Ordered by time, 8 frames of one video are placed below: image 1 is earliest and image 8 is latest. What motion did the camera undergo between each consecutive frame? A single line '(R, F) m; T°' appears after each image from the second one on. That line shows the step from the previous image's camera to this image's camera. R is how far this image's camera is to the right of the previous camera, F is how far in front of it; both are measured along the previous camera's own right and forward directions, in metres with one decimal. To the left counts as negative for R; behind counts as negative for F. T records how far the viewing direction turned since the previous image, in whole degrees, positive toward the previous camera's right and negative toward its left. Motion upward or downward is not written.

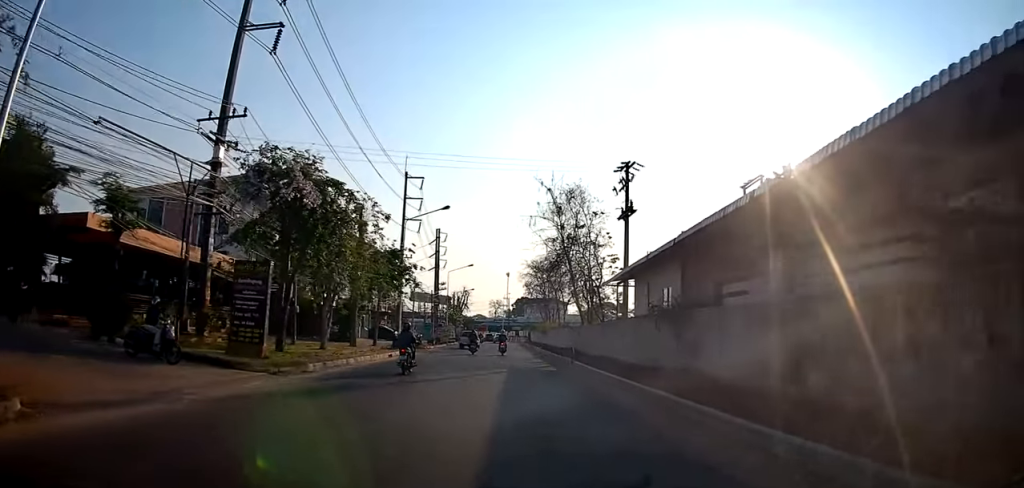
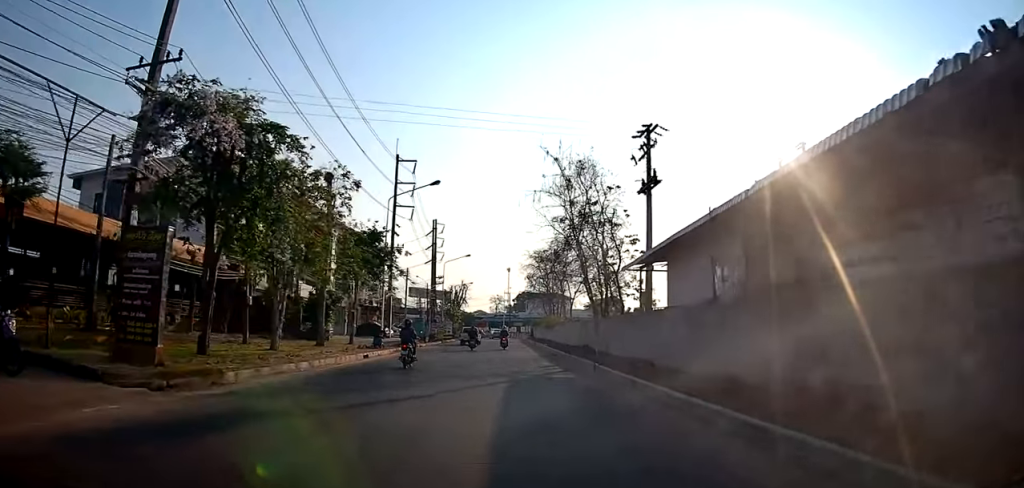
(+0.2, +5.3) m; +1°
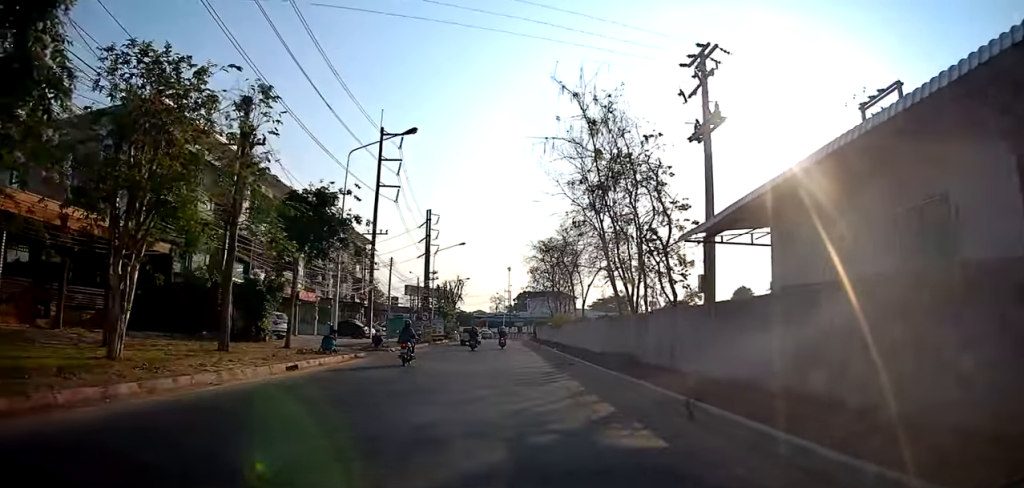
(-0.1, +8.7) m; -2°
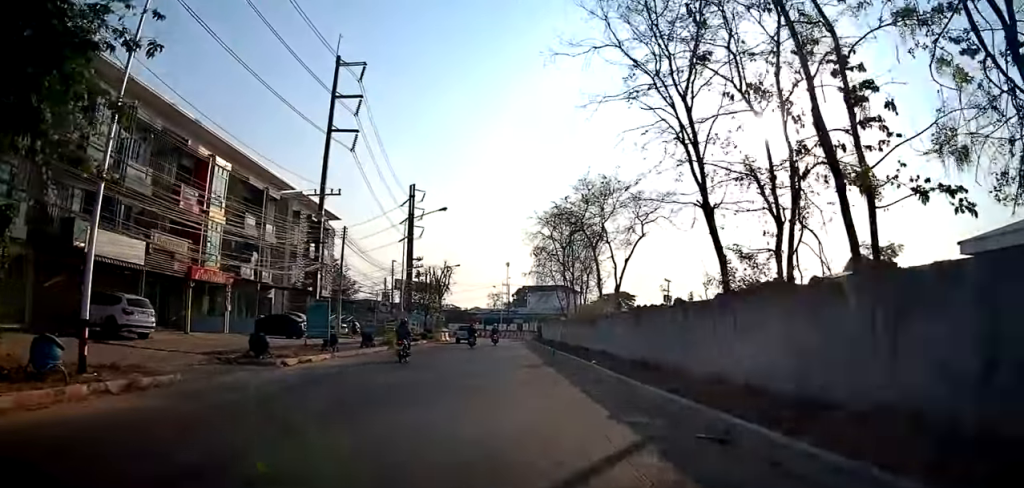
(-0.3, +14.5) m; 0°
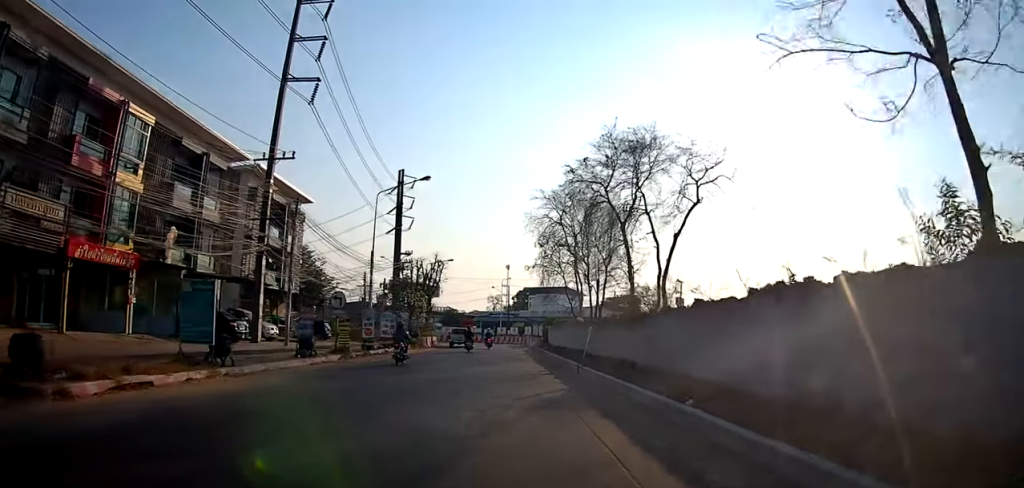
(+0.3, +8.8) m; 0°
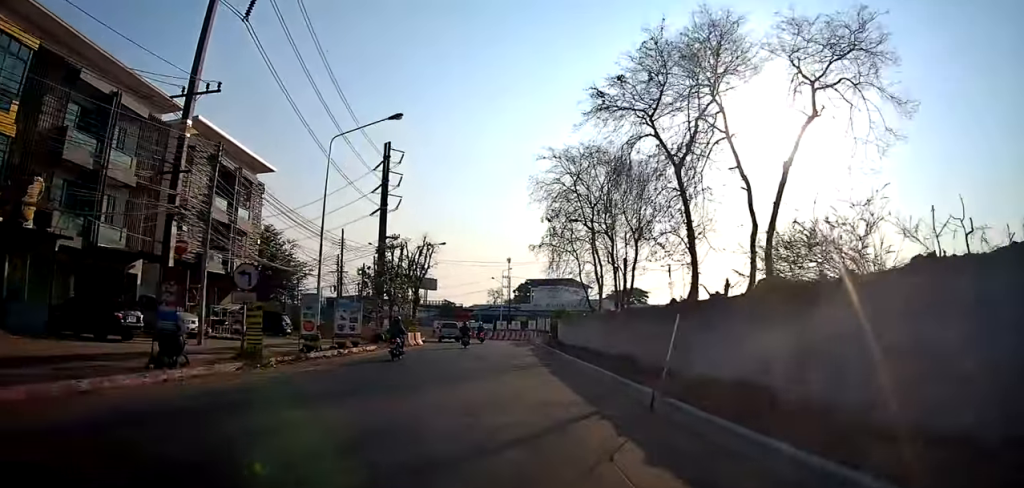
(-0.3, +8.6) m; -1°
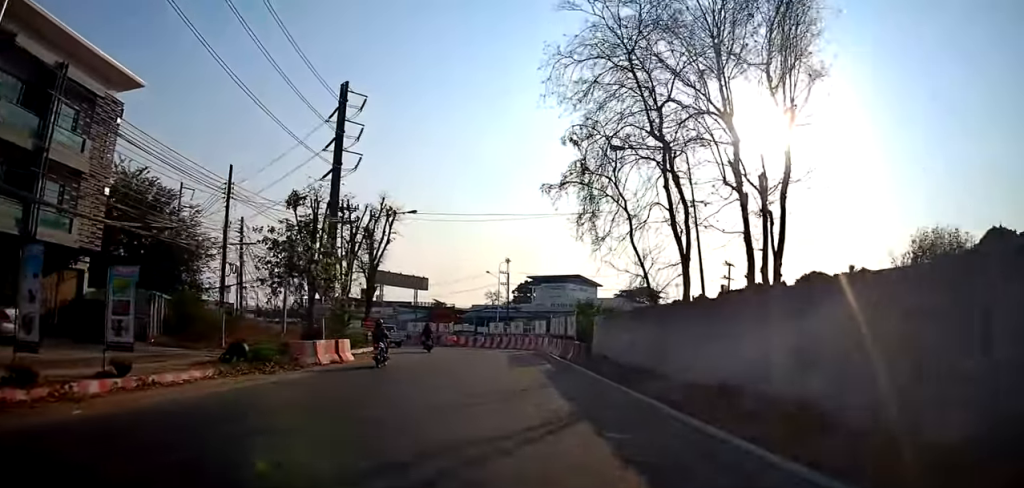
(+0.2, +16.5) m; +1°
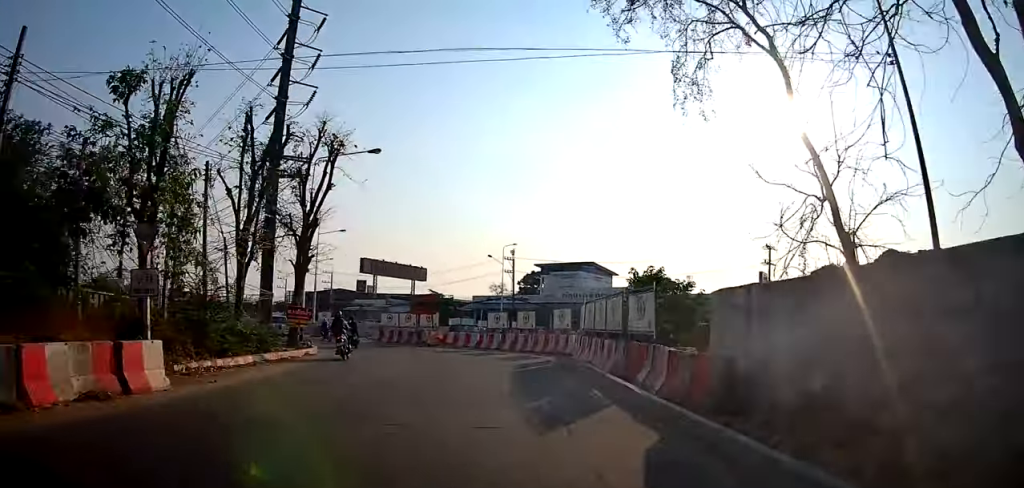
(0.0, +12.7) m; 0°
